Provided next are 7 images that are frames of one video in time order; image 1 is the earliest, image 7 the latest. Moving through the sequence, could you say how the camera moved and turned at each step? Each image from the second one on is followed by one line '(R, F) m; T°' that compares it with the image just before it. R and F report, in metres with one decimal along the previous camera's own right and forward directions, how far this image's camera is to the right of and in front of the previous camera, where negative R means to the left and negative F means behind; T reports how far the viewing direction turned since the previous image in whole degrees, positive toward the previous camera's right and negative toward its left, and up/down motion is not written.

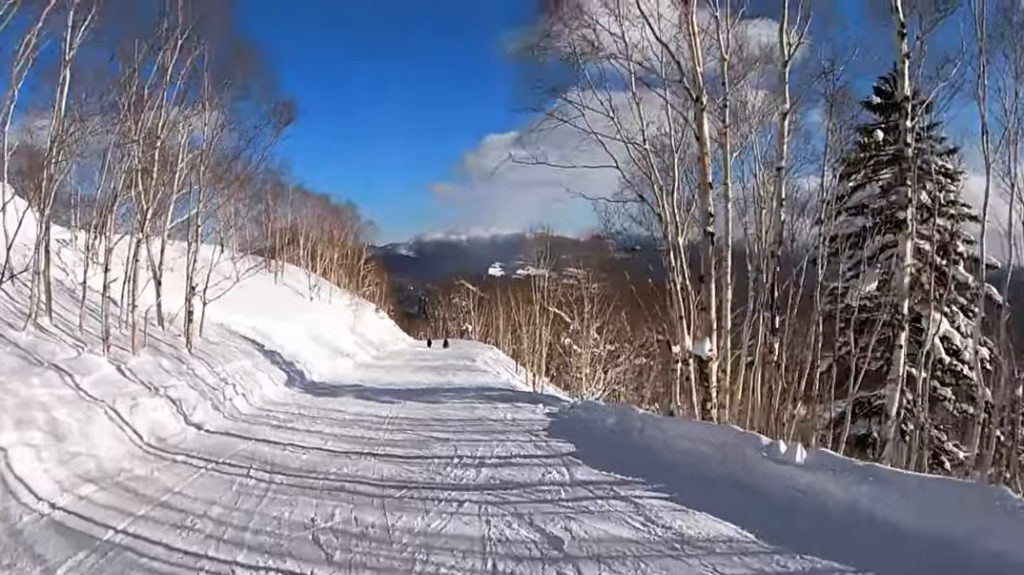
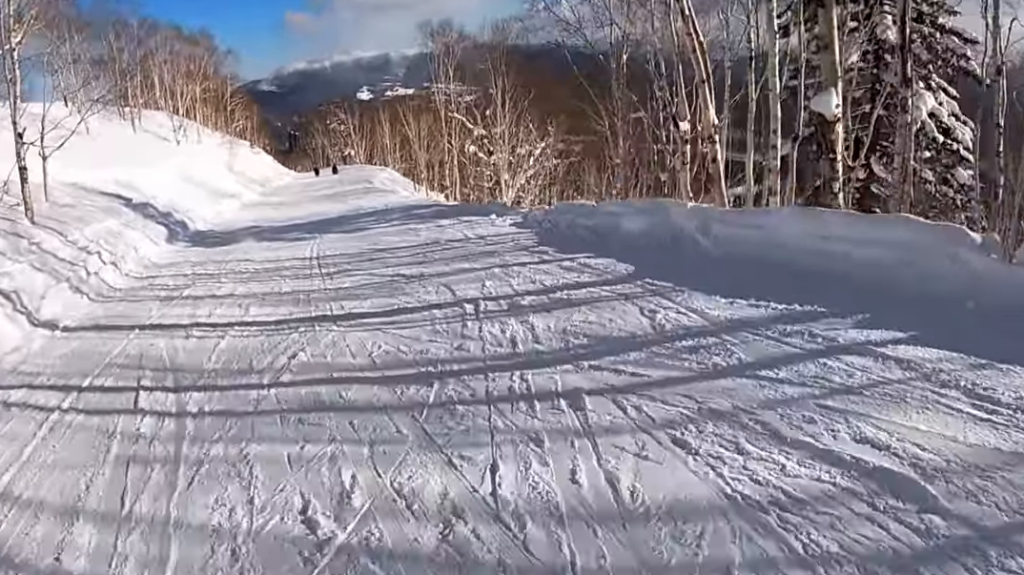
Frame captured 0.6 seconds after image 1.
(-0.2, +3.9) m; -2°
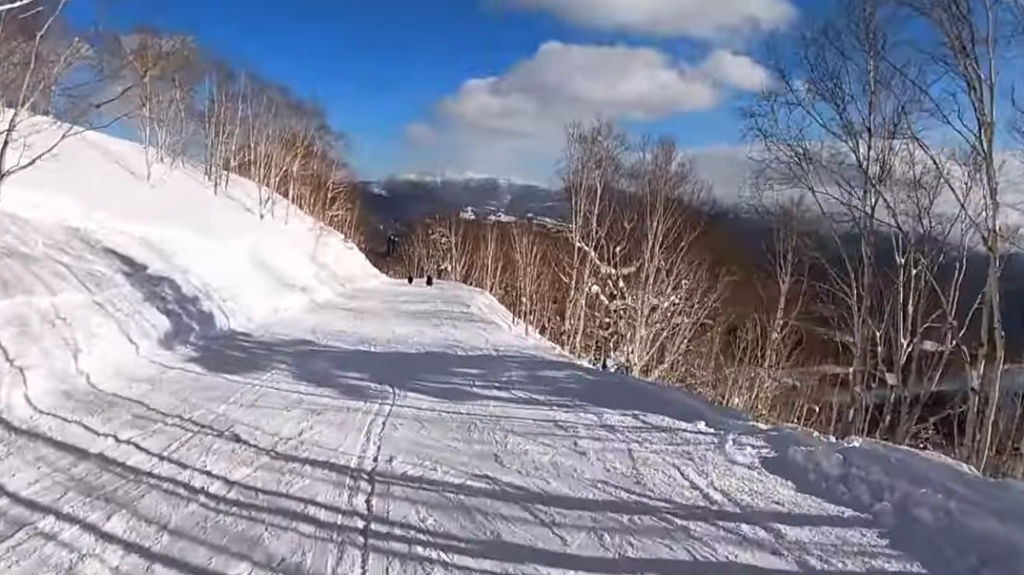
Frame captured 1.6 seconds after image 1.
(0.0, +7.2) m; +4°
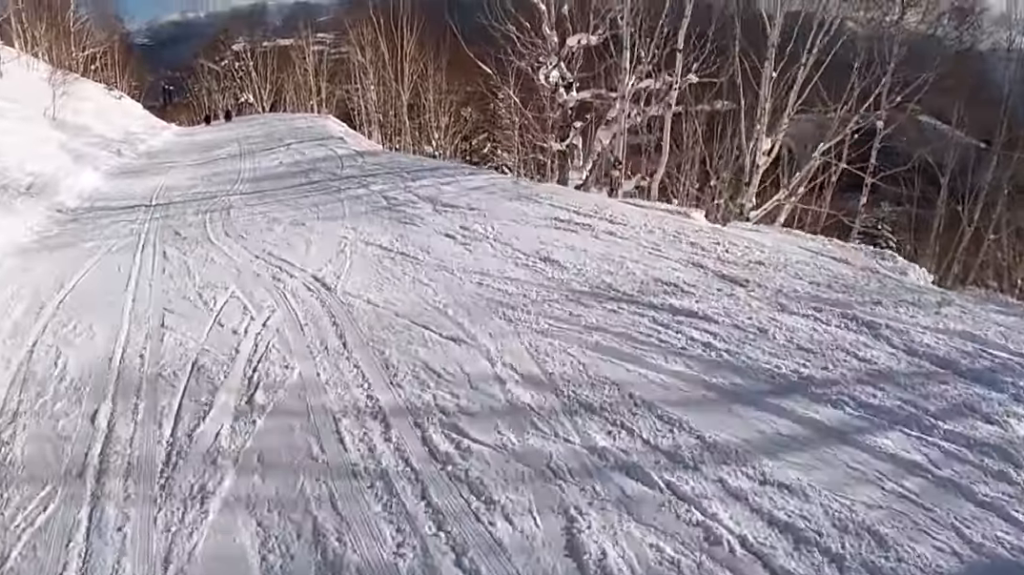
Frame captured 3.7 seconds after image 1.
(+0.4, +13.9) m; +12°
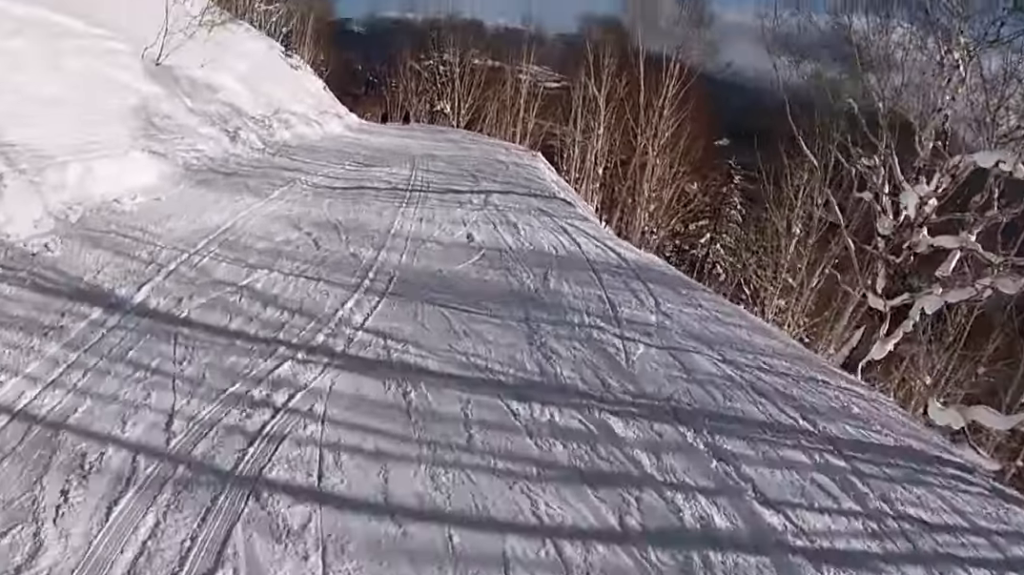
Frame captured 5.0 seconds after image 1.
(+1.3, +8.0) m; +2°
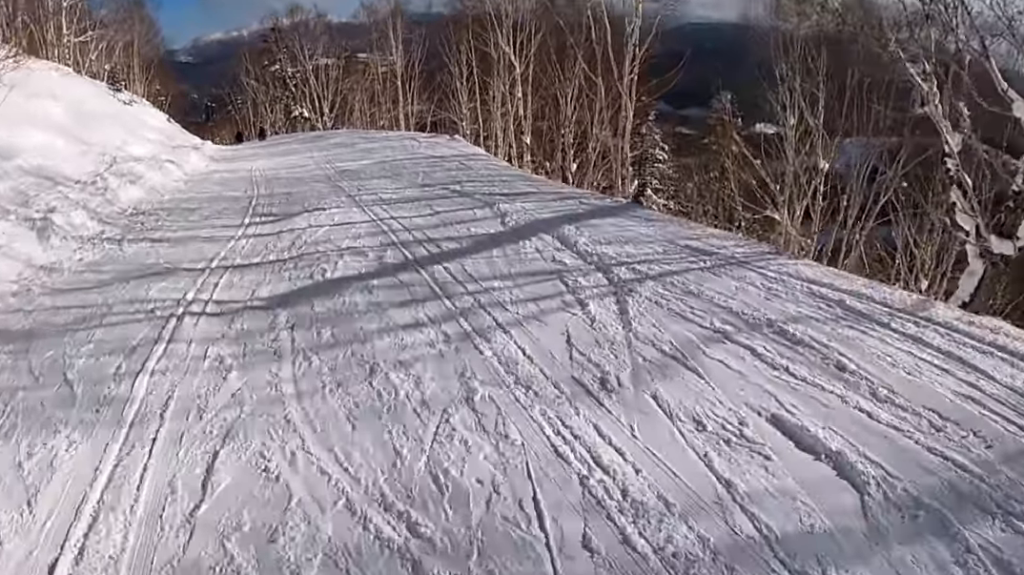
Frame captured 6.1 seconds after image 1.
(-0.6, +6.0) m; -7°
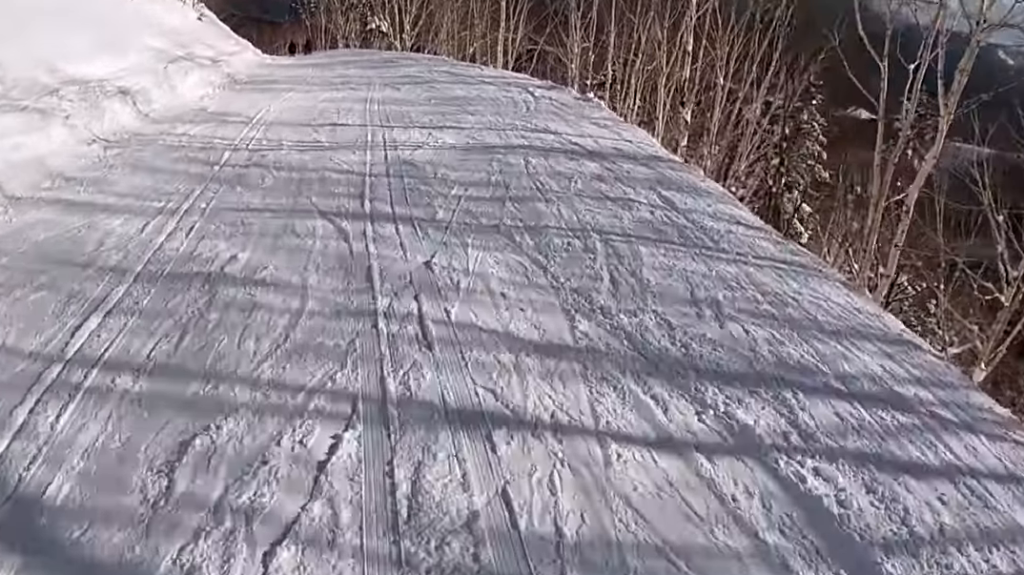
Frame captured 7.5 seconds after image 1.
(-0.1, +7.6) m; -1°
